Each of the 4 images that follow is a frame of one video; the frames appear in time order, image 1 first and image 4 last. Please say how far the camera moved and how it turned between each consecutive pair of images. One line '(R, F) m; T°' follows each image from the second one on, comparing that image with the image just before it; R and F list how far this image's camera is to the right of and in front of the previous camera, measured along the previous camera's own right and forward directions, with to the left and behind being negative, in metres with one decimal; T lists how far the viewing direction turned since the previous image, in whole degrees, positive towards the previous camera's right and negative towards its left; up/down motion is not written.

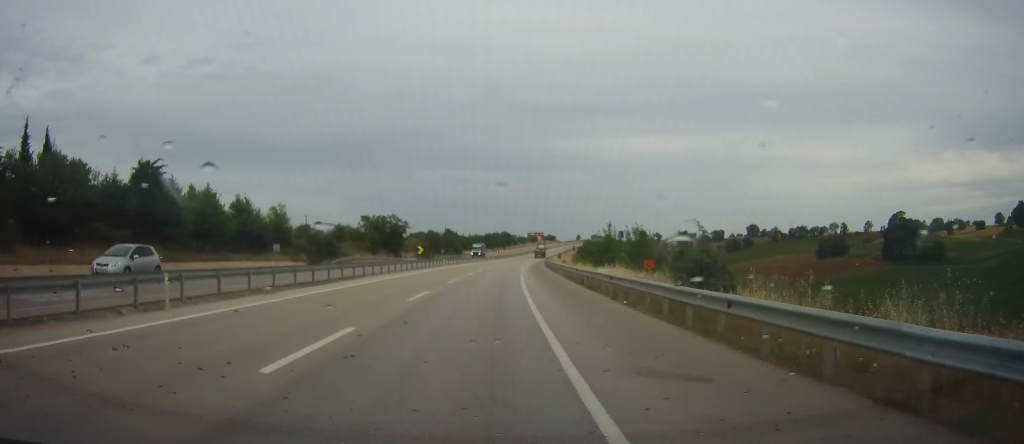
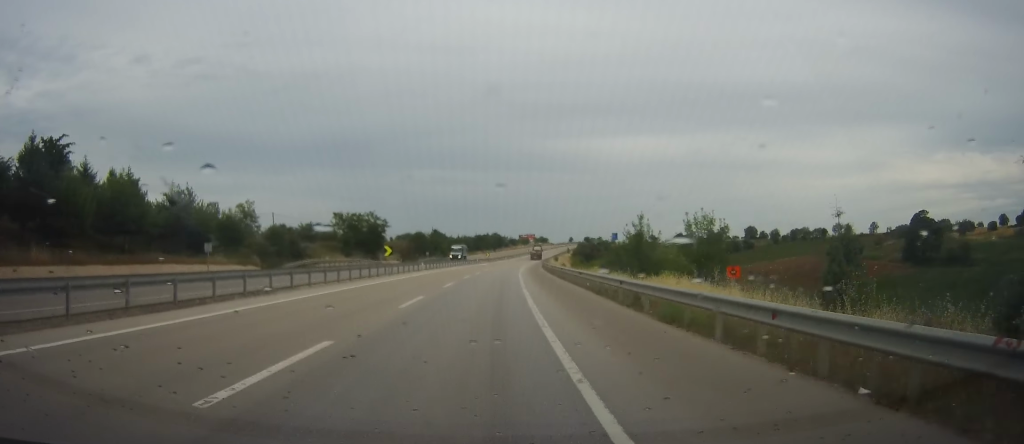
(0.0, +13.5) m; 0°
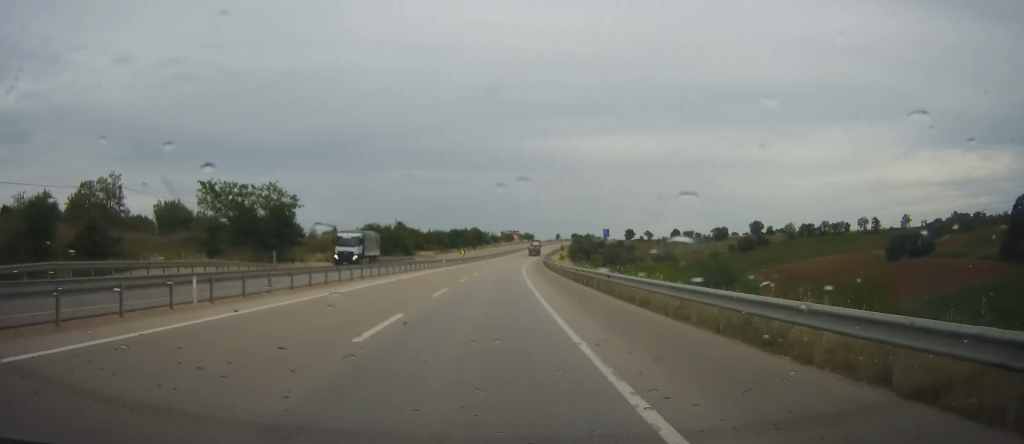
(+0.4, +43.4) m; +2°
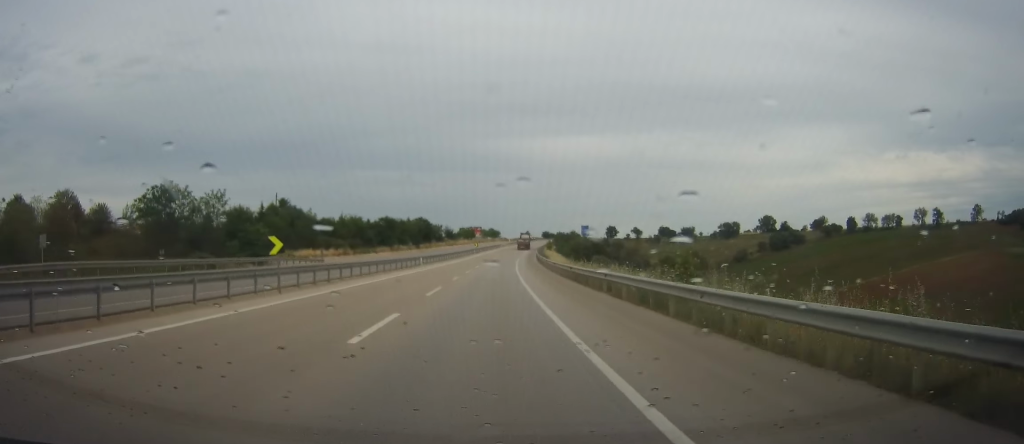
(+2.4, +70.7) m; +3°
